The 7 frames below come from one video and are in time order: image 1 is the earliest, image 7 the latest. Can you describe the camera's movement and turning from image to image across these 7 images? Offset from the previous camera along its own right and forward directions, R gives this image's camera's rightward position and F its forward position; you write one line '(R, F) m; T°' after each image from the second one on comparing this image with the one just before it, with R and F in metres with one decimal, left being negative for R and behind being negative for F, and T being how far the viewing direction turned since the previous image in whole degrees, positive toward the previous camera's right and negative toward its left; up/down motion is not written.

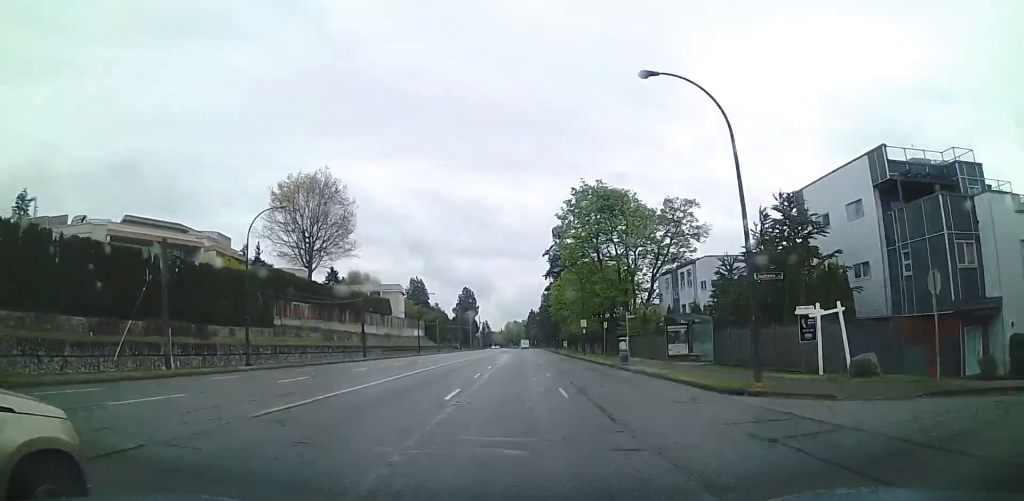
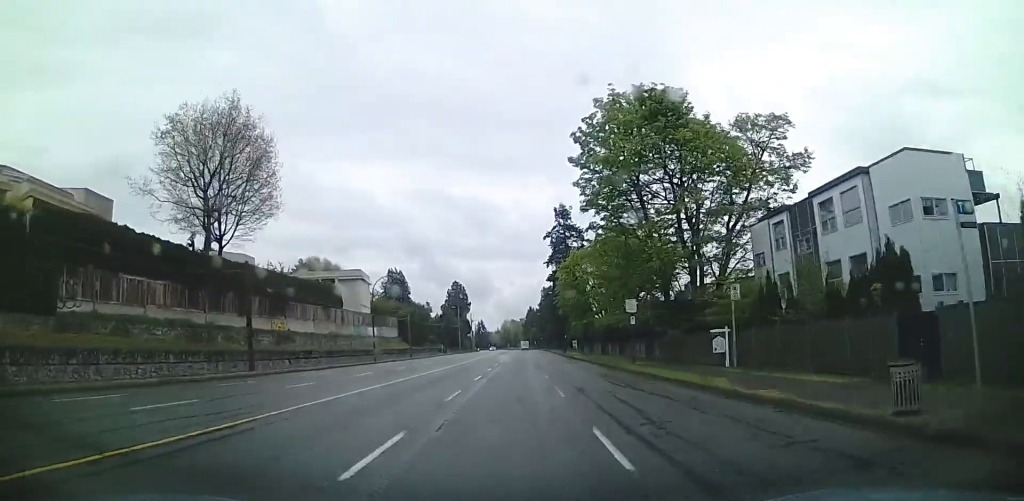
(-0.9, +26.1) m; -2°
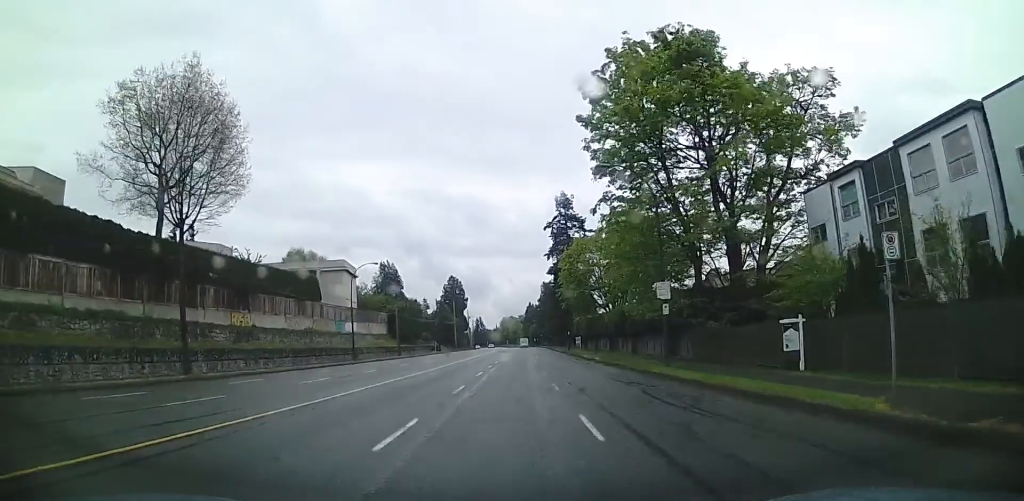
(+0.2, +7.4) m; 0°
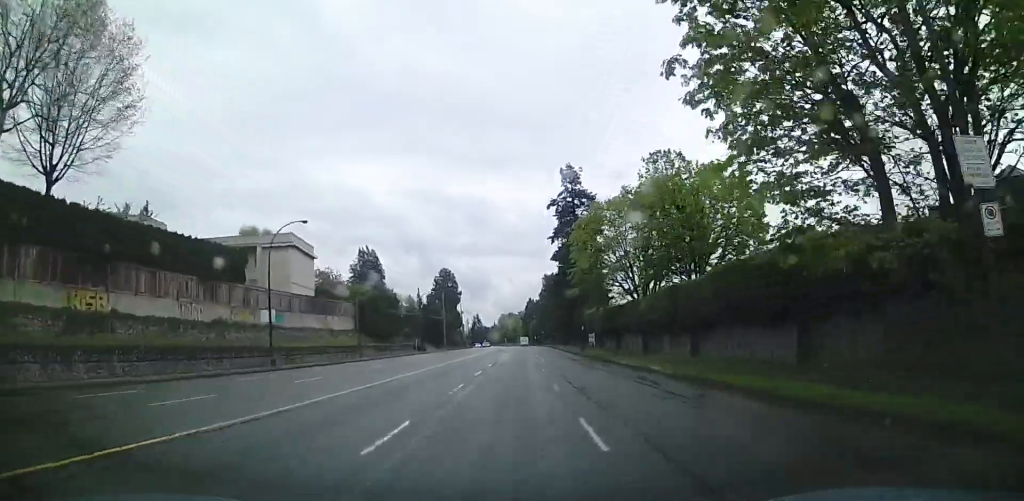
(-0.2, +17.8) m; -1°
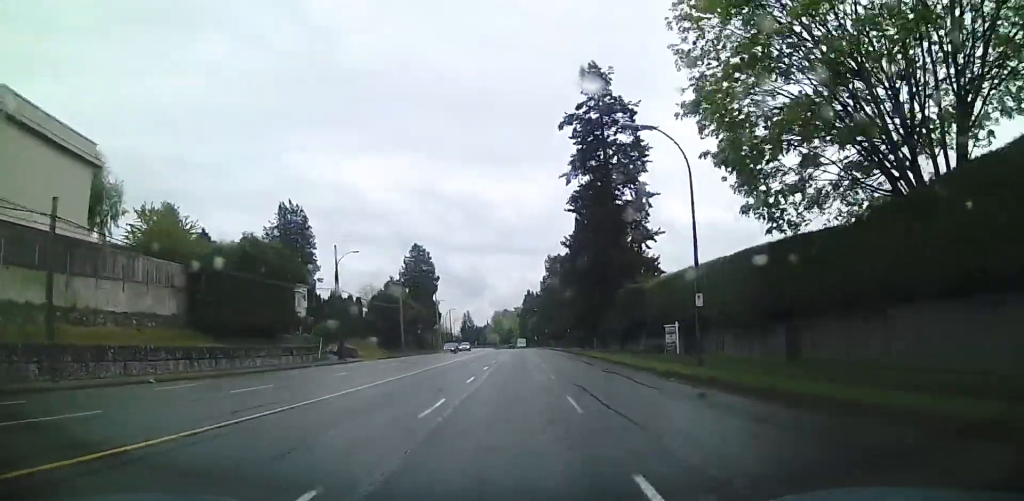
(-0.8, +40.3) m; -1°
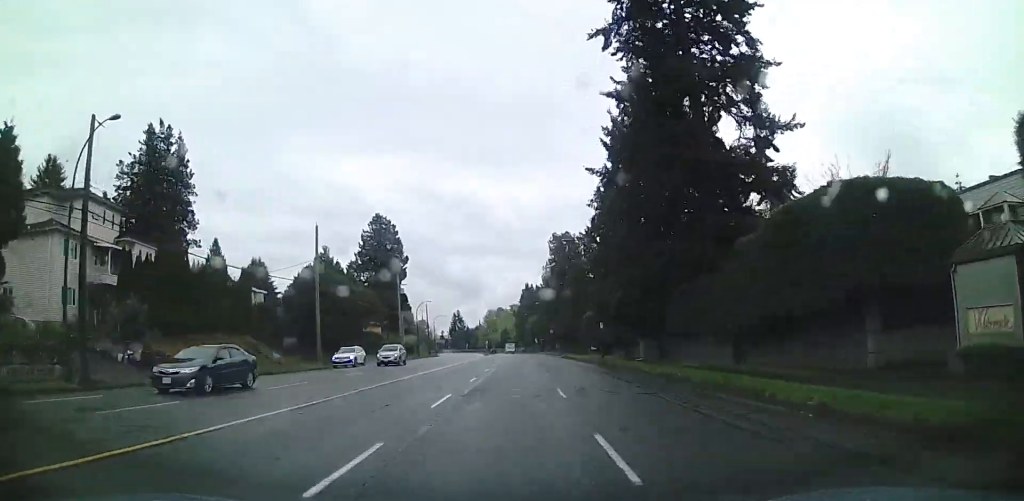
(+0.7, +34.5) m; +1°
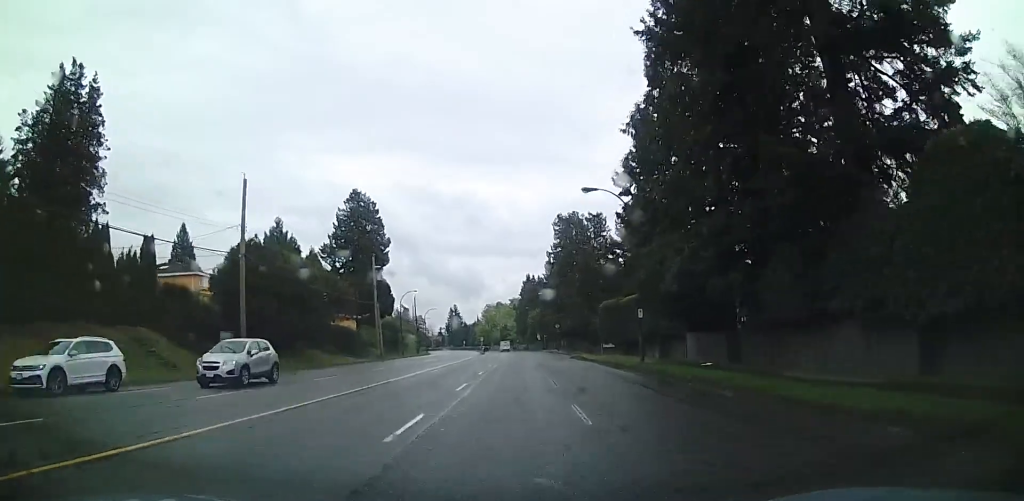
(0.0, +14.5) m; 0°
